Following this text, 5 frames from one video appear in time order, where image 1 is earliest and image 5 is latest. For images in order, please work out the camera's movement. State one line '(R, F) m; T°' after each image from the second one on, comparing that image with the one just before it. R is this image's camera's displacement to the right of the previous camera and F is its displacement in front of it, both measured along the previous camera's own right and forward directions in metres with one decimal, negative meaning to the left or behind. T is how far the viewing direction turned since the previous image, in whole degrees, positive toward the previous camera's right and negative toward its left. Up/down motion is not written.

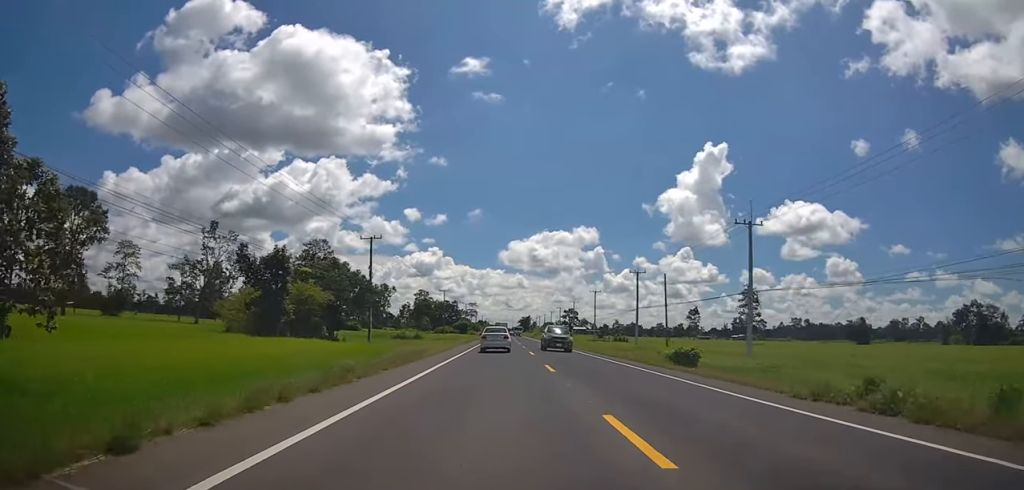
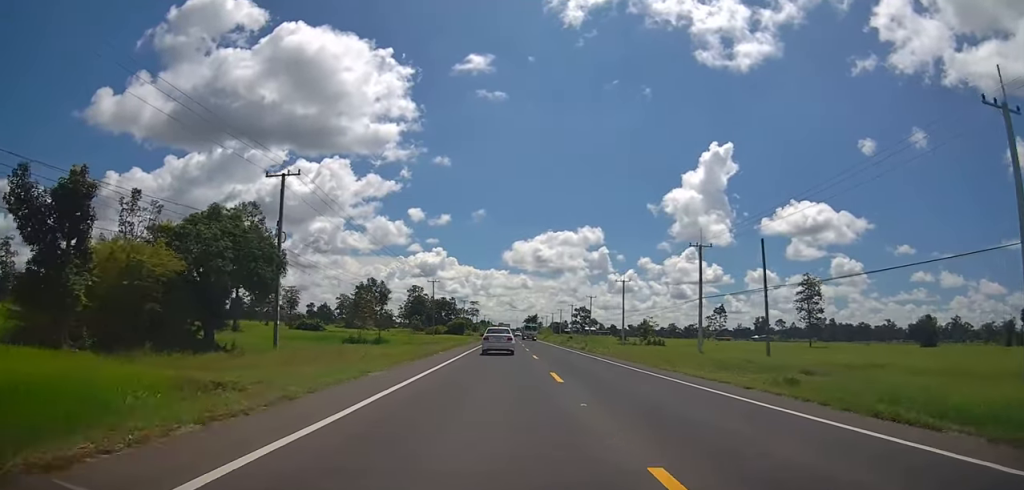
(0.0, +27.2) m; 0°
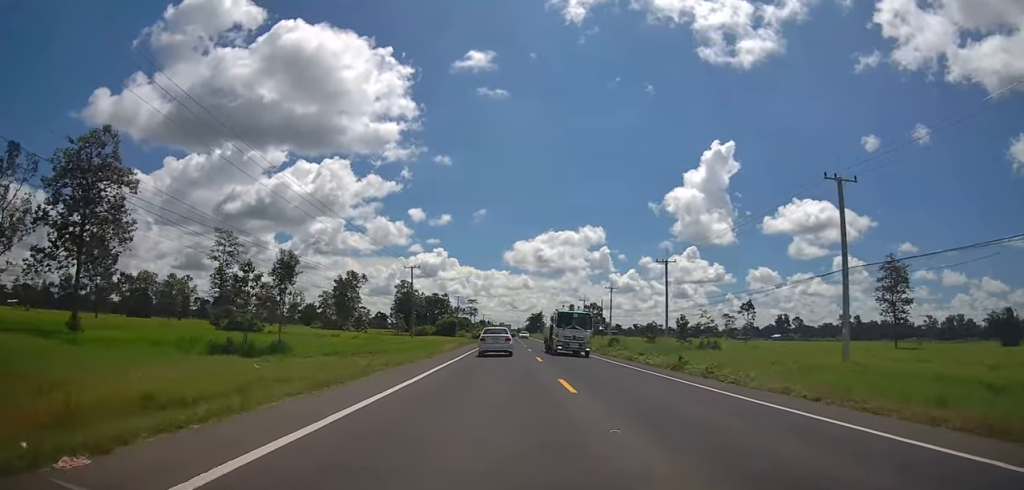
(0.0, +26.7) m; 0°
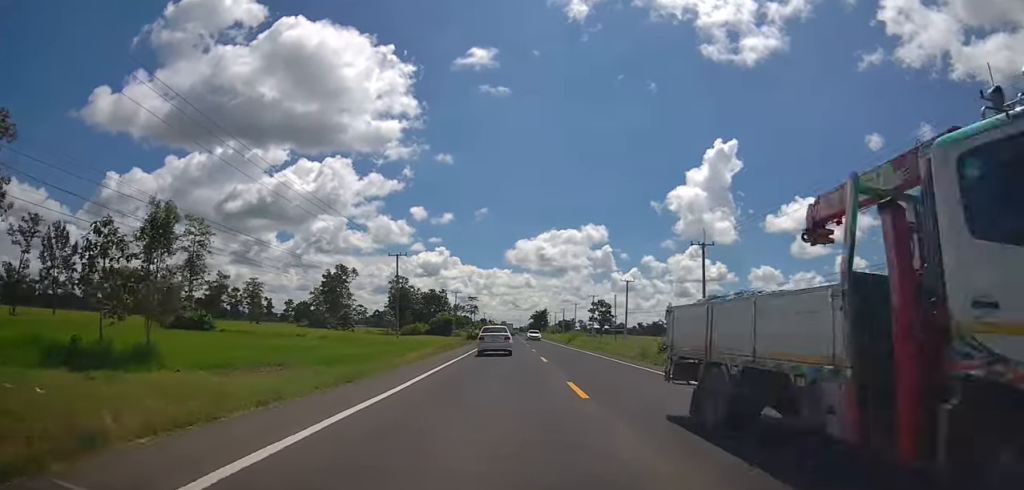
(0.0, +13.4) m; 0°
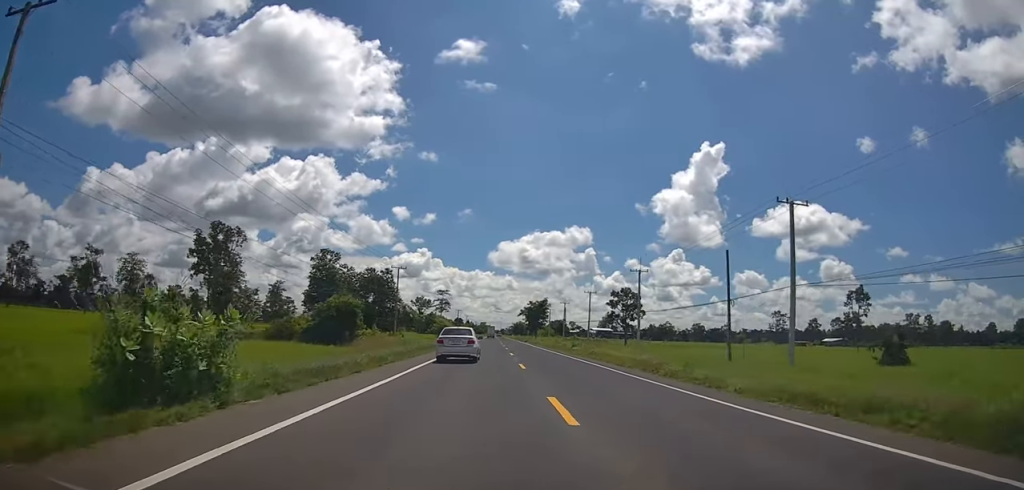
(0.0, +62.3) m; +1°
